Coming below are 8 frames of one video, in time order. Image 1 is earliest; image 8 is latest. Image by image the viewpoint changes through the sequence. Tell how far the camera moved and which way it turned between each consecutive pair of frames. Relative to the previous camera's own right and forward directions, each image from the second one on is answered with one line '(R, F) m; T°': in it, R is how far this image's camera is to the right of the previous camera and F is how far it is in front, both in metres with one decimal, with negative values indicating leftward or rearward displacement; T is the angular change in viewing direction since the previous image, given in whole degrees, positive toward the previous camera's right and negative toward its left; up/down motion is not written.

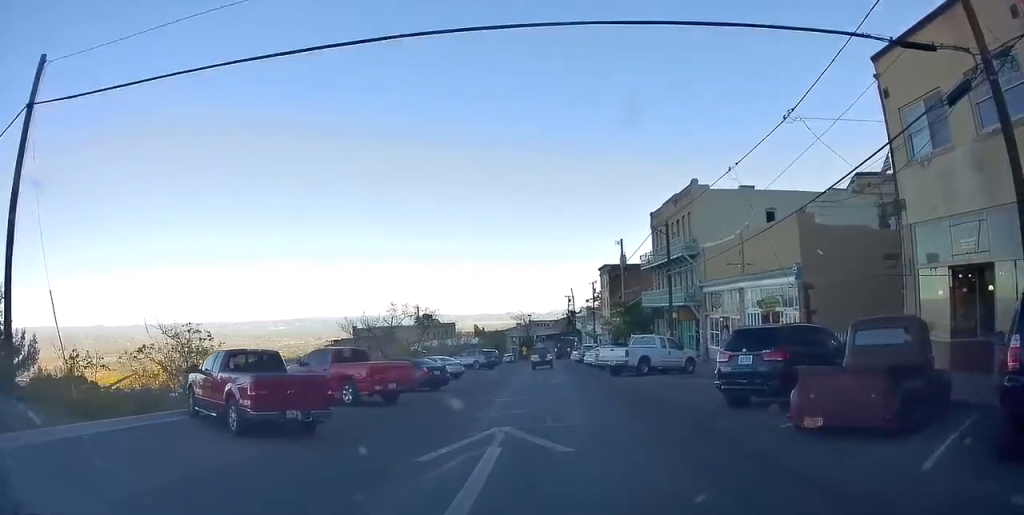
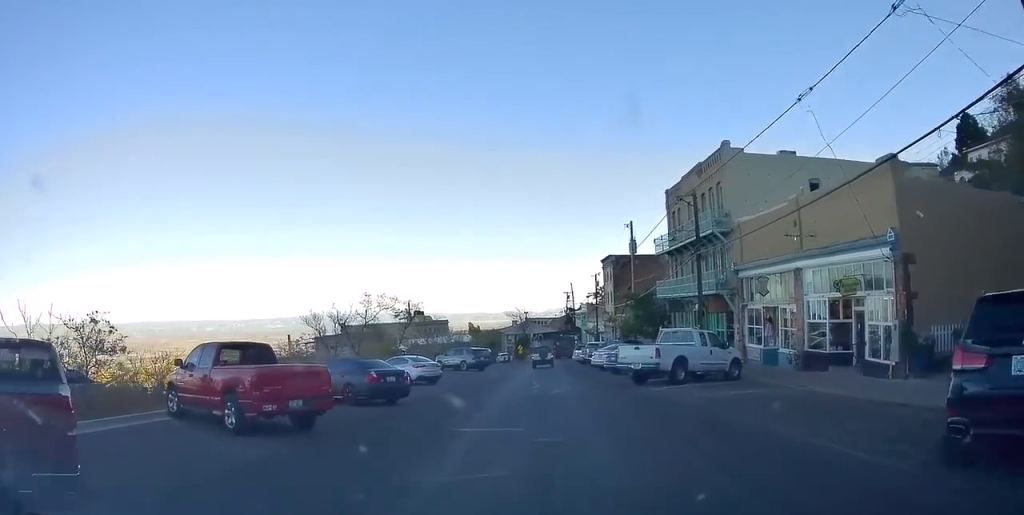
(0.0, +7.7) m; -1°
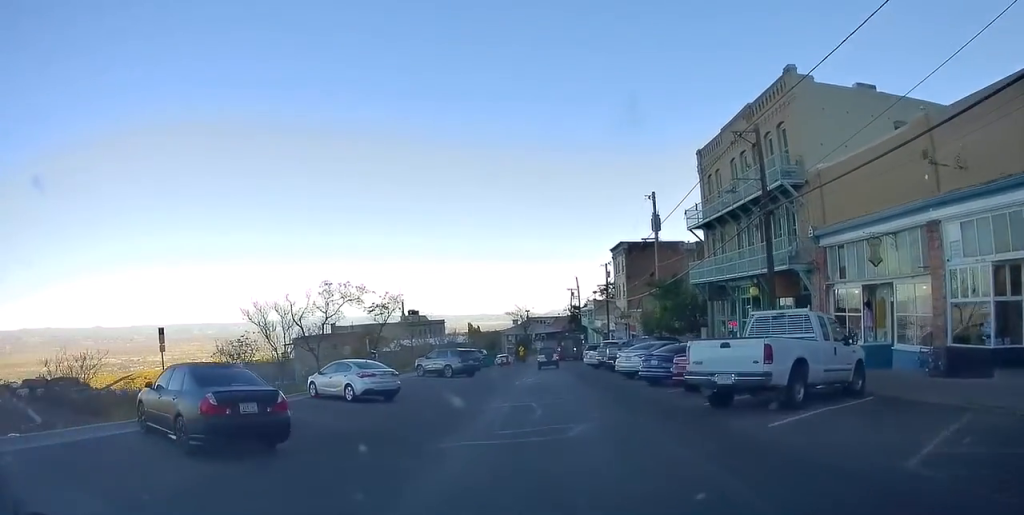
(-0.2, +9.7) m; -3°
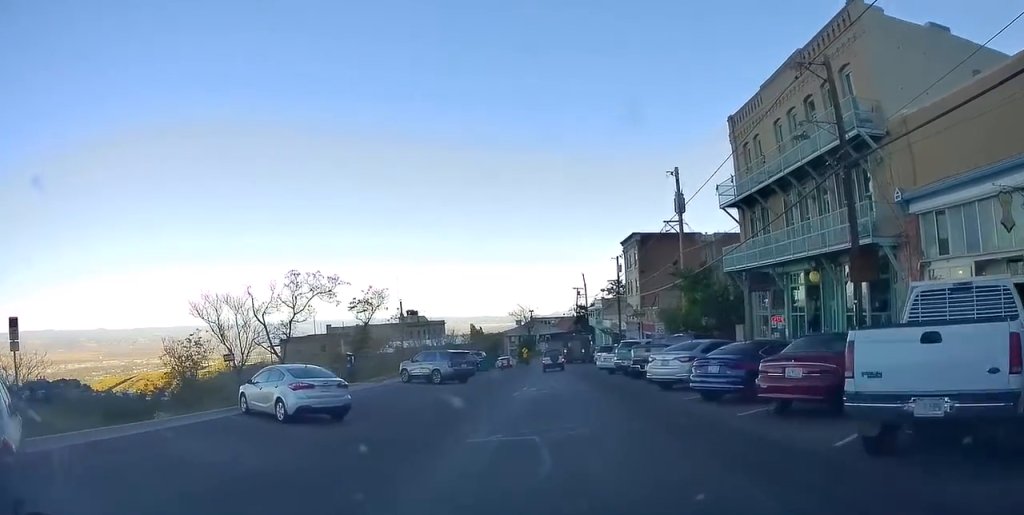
(-0.2, +6.1) m; +1°
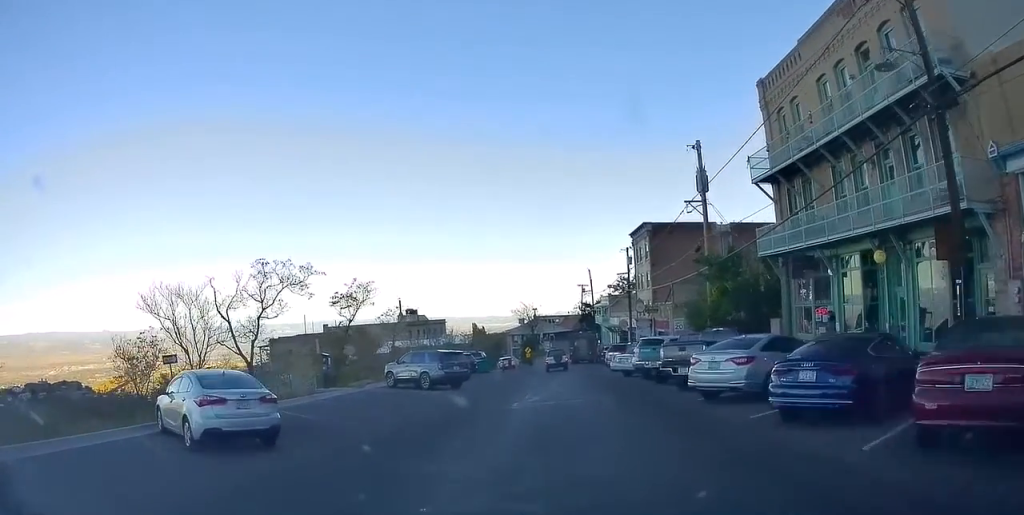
(-0.2, +4.5) m; +1°
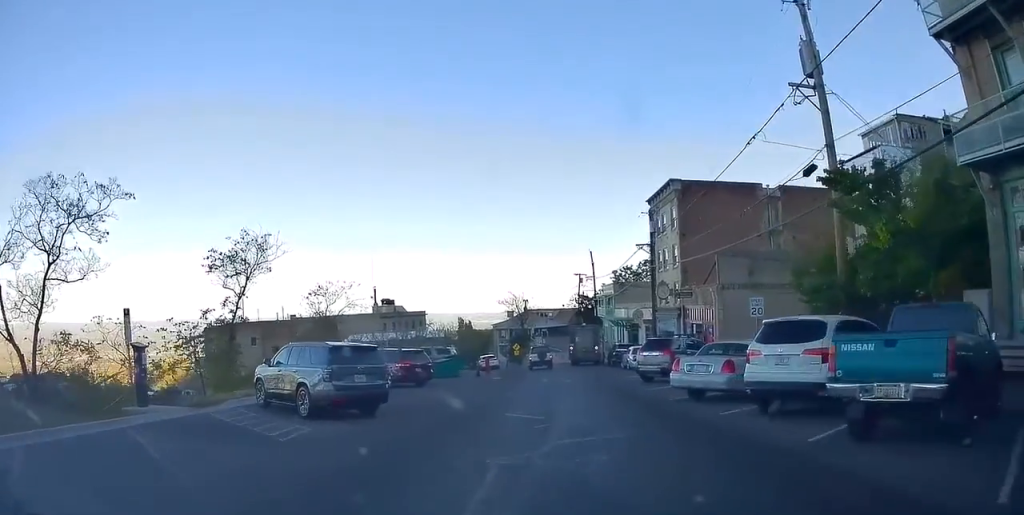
(+0.1, +14.2) m; 0°
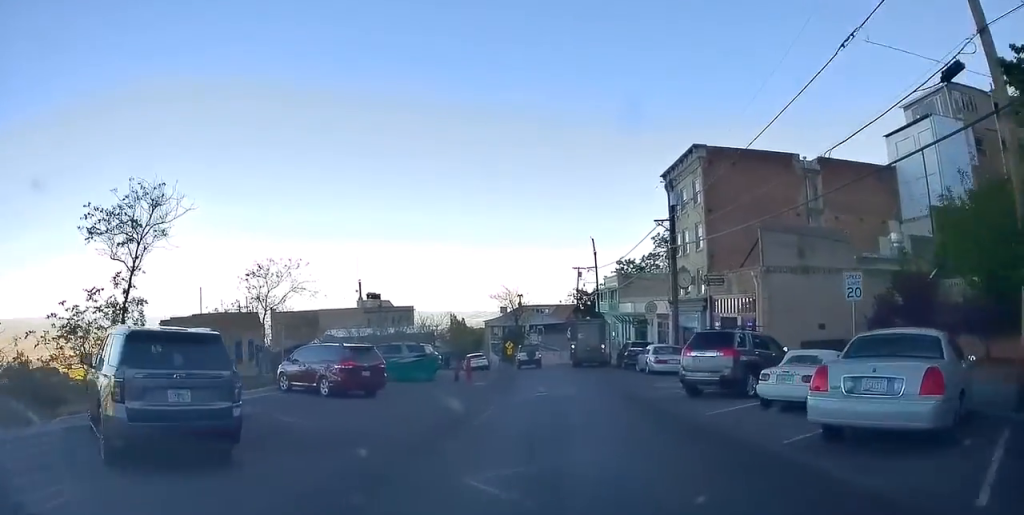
(+0.3, +7.6) m; +3°
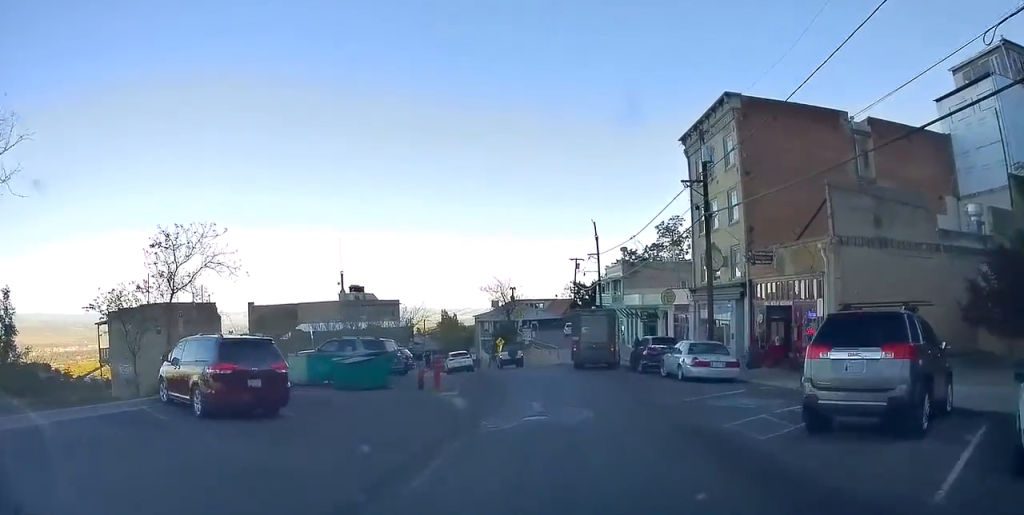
(+0.2, +7.6) m; +2°
